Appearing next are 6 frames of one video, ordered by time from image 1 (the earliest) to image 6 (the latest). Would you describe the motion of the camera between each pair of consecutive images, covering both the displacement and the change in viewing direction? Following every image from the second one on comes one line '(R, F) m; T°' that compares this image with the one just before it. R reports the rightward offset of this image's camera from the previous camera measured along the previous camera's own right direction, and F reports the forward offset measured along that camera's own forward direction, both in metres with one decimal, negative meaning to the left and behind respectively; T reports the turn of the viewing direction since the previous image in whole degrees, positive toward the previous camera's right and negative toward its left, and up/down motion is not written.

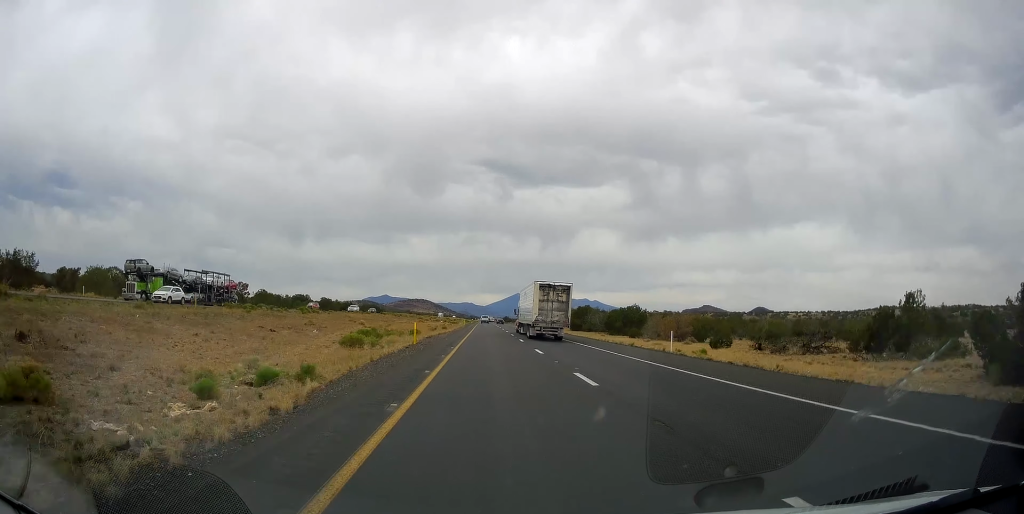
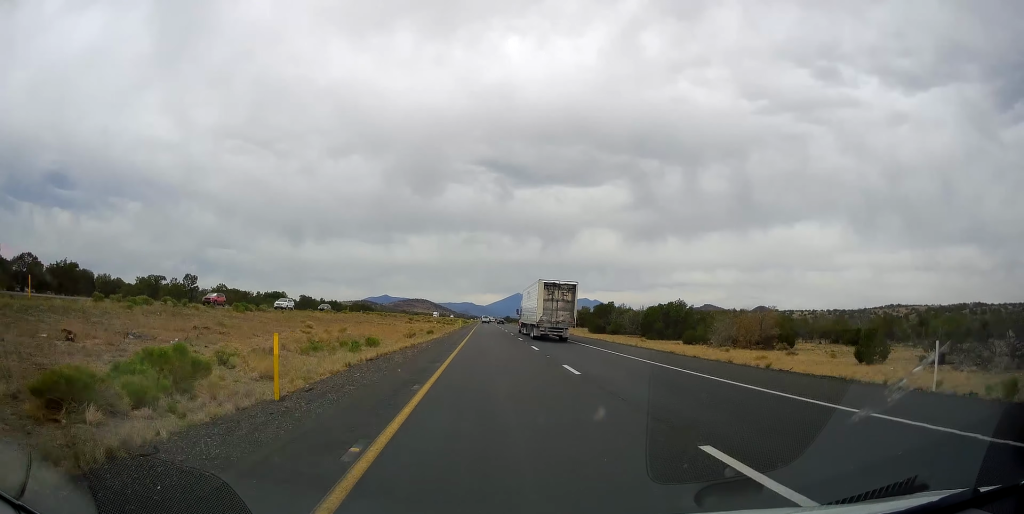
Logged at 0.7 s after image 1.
(-0.1, +21.5) m; 0°
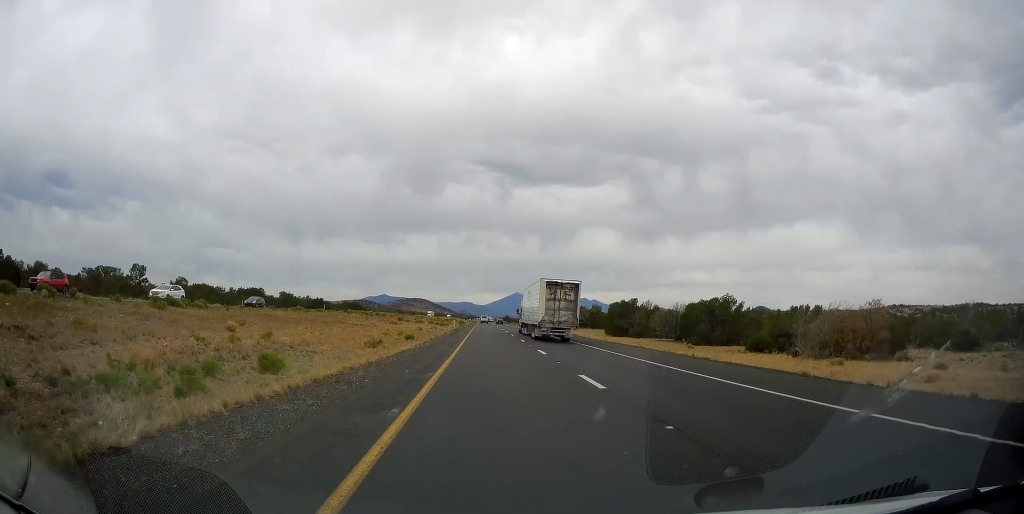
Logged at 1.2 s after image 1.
(-0.1, +15.4) m; 0°
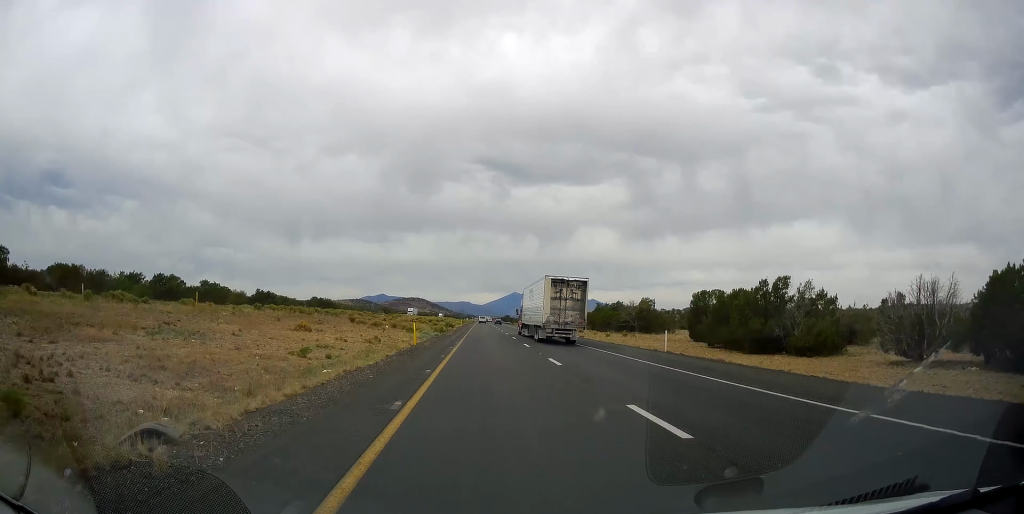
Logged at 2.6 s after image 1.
(0.0, +42.4) m; 0°
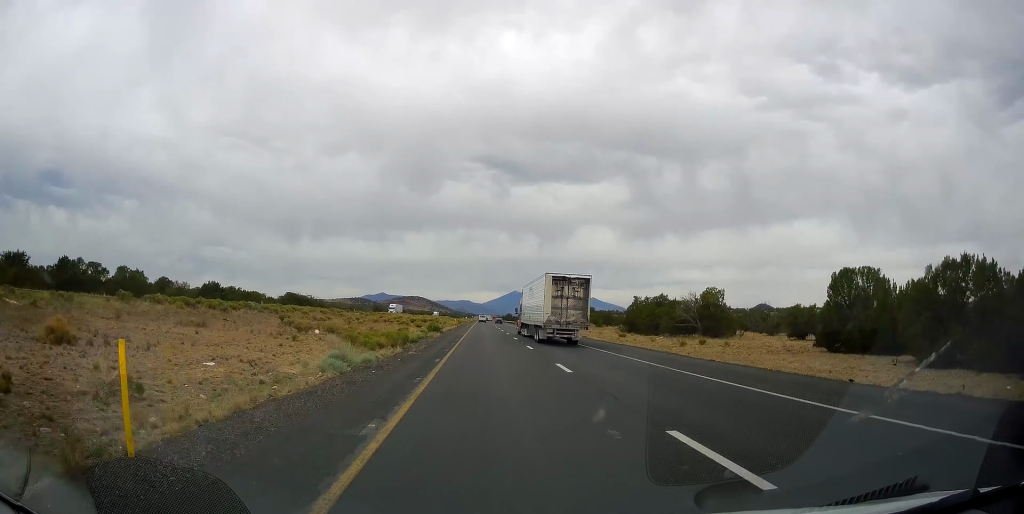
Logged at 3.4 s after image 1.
(0.0, +26.9) m; 0°
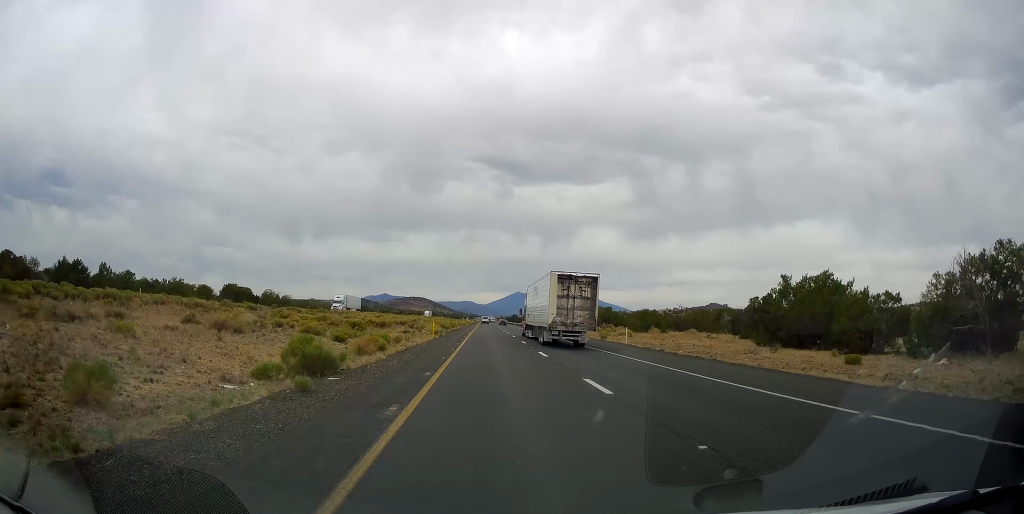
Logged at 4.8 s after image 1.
(+0.3, +41.9) m; +1°
